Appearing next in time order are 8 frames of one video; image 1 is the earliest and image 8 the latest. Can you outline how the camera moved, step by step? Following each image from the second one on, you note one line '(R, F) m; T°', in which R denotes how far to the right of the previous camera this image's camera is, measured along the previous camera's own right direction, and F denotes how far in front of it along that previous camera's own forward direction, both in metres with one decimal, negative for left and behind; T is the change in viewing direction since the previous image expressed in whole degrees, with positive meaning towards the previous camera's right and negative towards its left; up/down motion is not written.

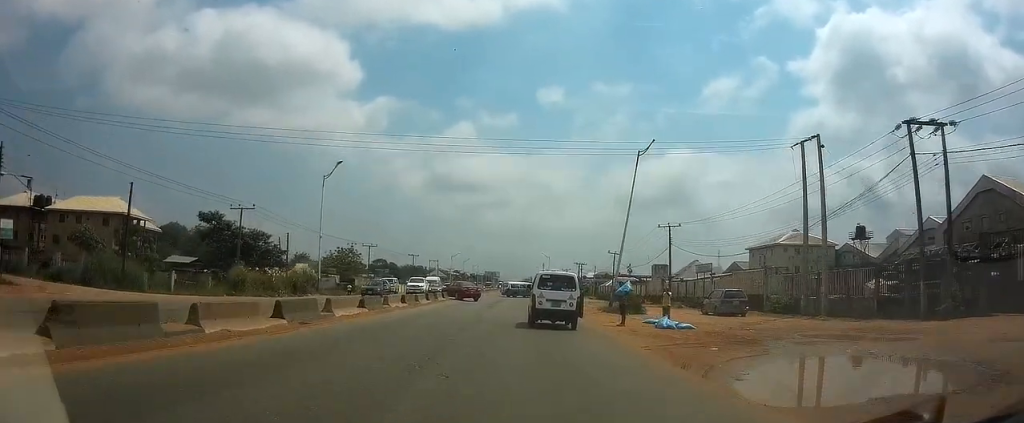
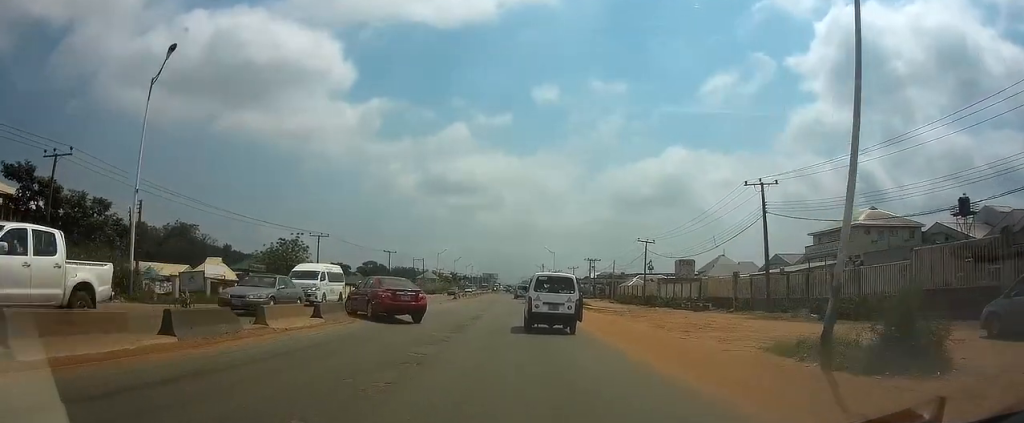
(+0.1, +25.7) m; 0°
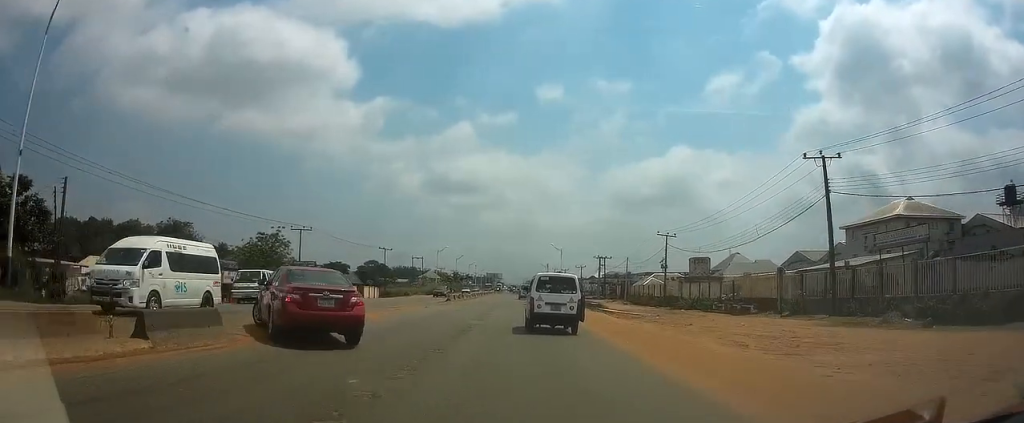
(0.0, +8.4) m; 0°
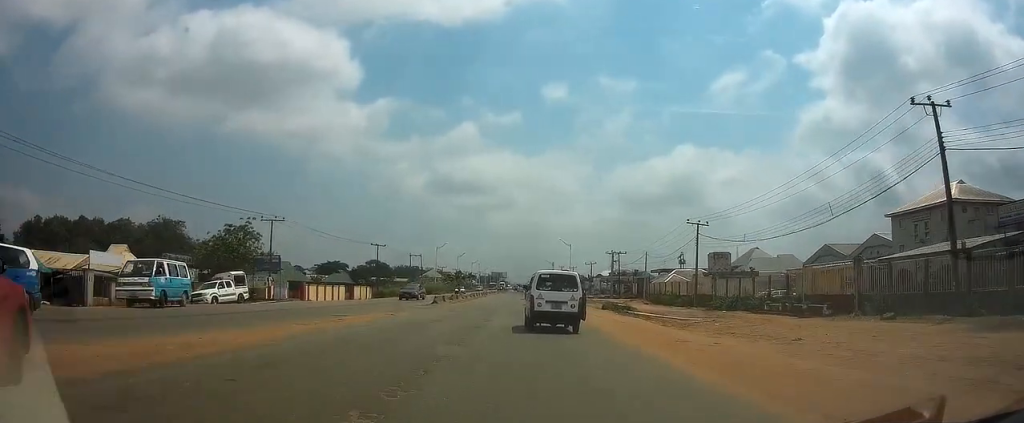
(0.0, +10.0) m; 0°
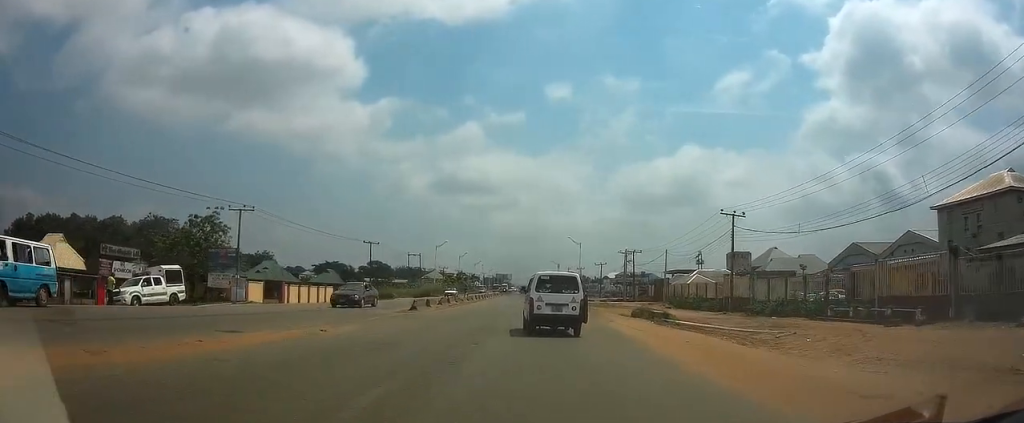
(0.0, +8.6) m; 0°
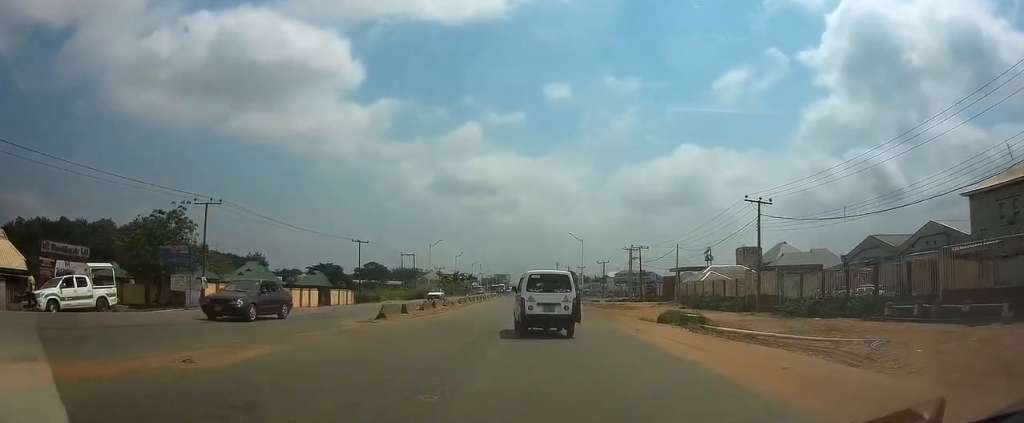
(0.0, +5.6) m; 0°
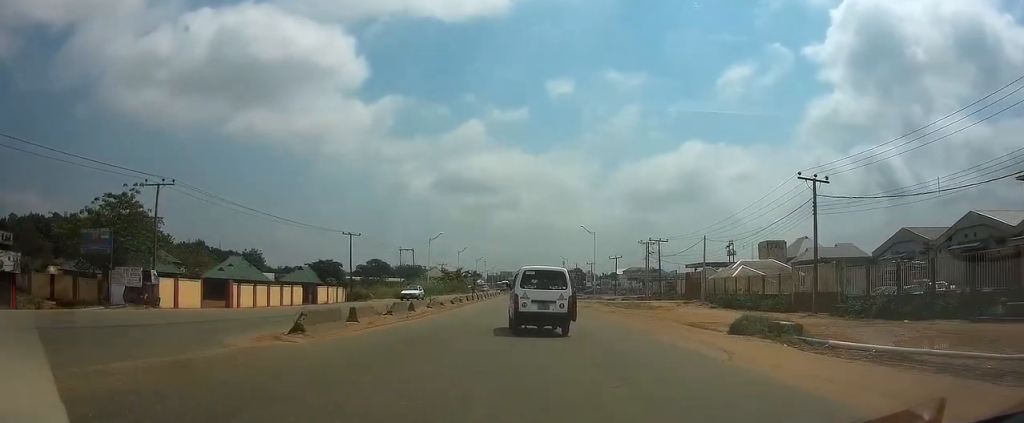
(0.0, +8.1) m; -1°
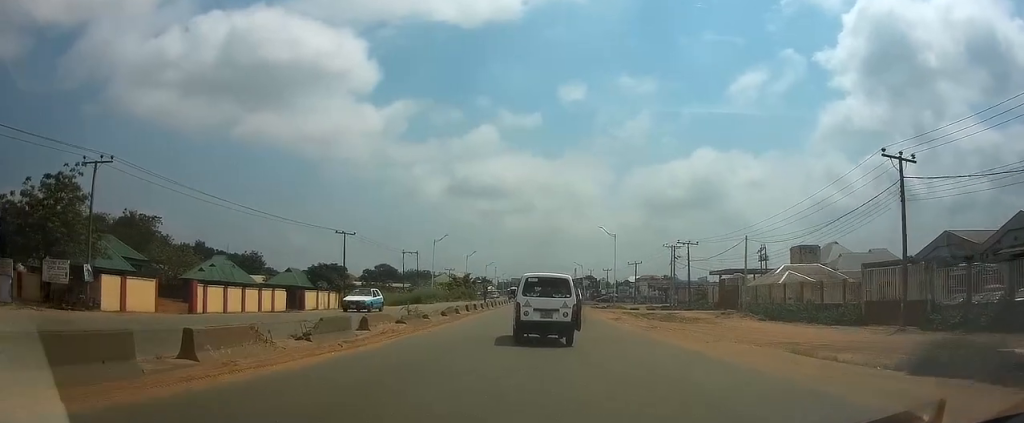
(0.0, +8.6) m; -1°
